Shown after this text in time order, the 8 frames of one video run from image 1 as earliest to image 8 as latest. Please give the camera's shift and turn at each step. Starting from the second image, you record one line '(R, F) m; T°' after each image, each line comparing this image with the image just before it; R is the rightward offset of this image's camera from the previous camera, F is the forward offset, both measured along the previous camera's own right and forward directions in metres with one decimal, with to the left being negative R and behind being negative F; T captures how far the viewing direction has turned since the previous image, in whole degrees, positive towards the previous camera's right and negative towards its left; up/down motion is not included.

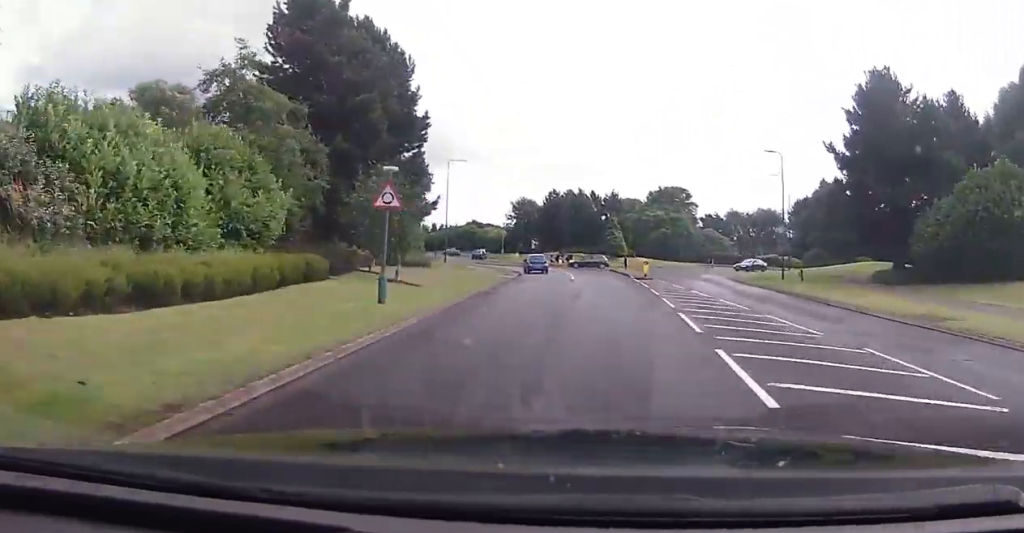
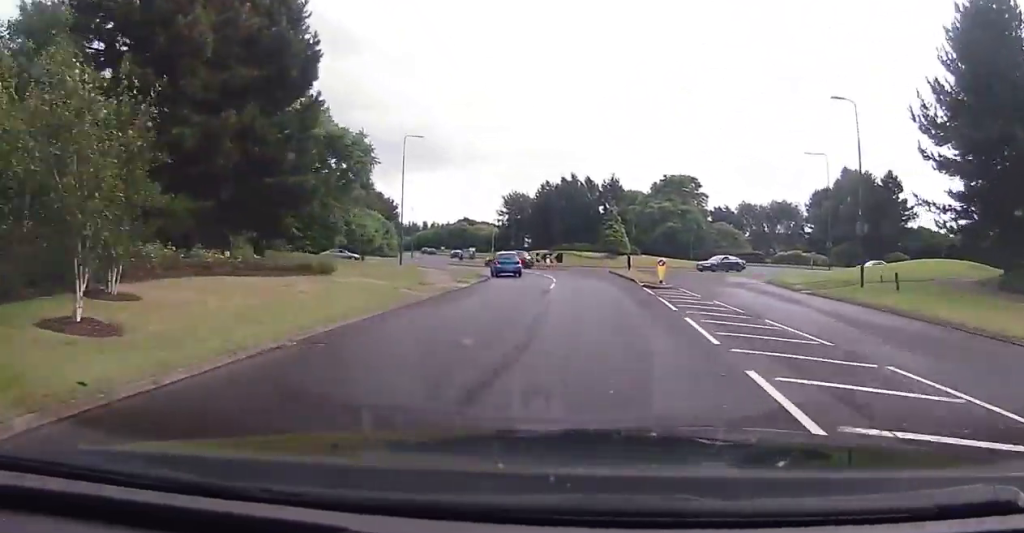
(+0.2, +14.6) m; +1°
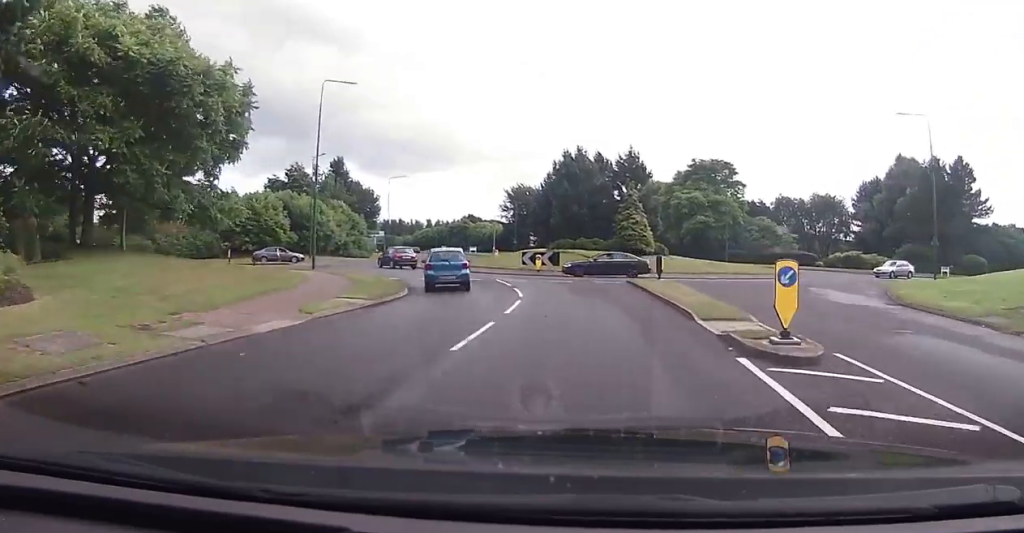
(-0.2, +18.6) m; -3°
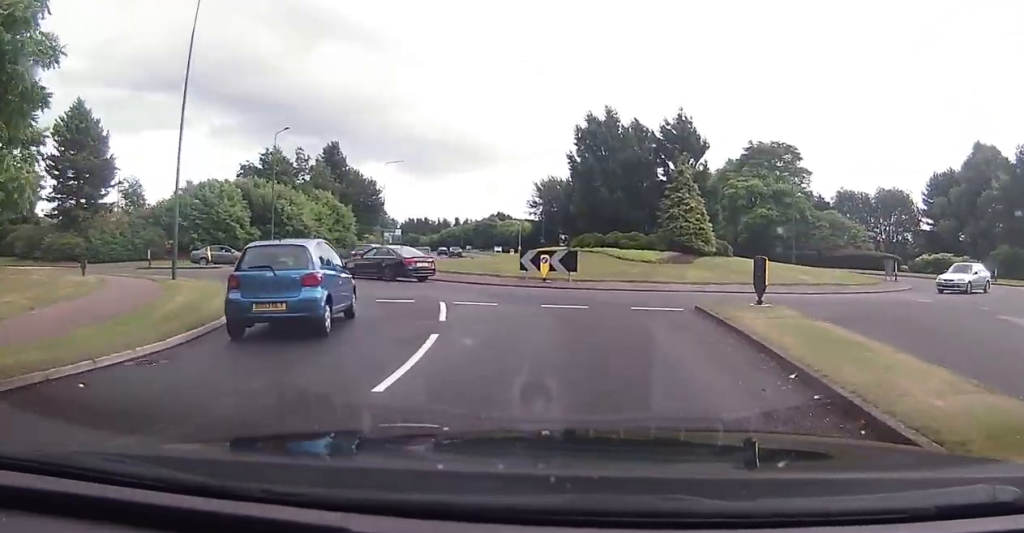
(-0.7, +14.8) m; -5°
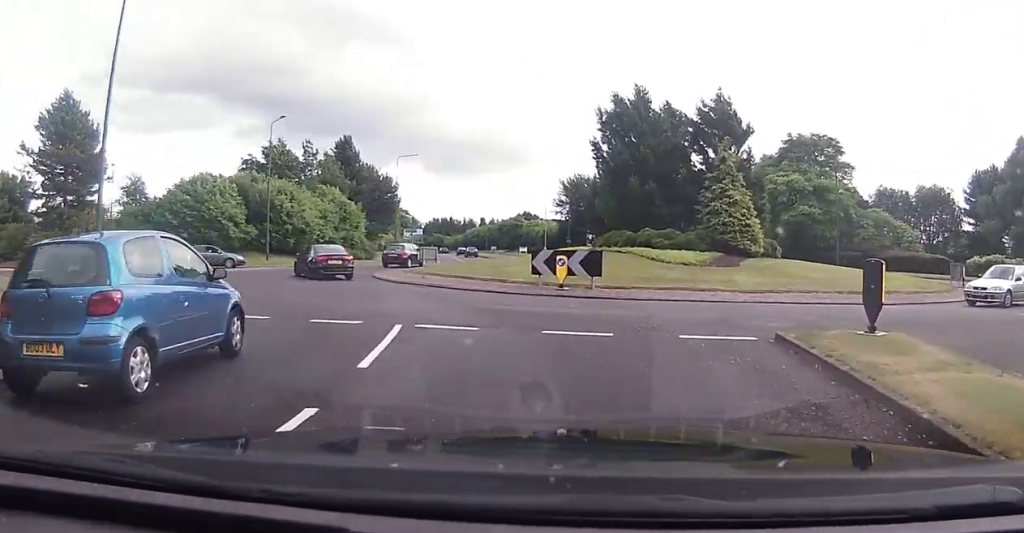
(-0.1, +5.4) m; -3°
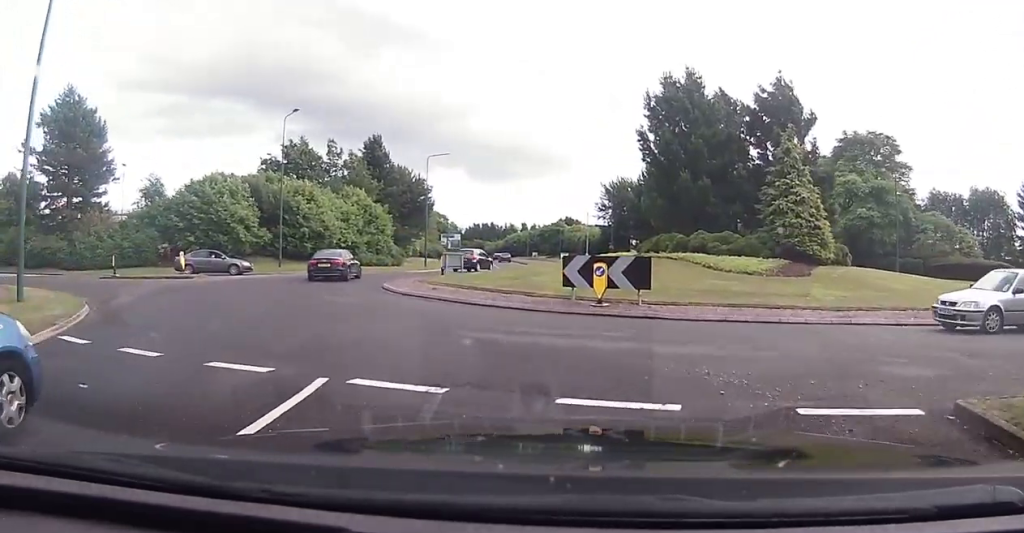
(-0.1, +4.8) m; -4°
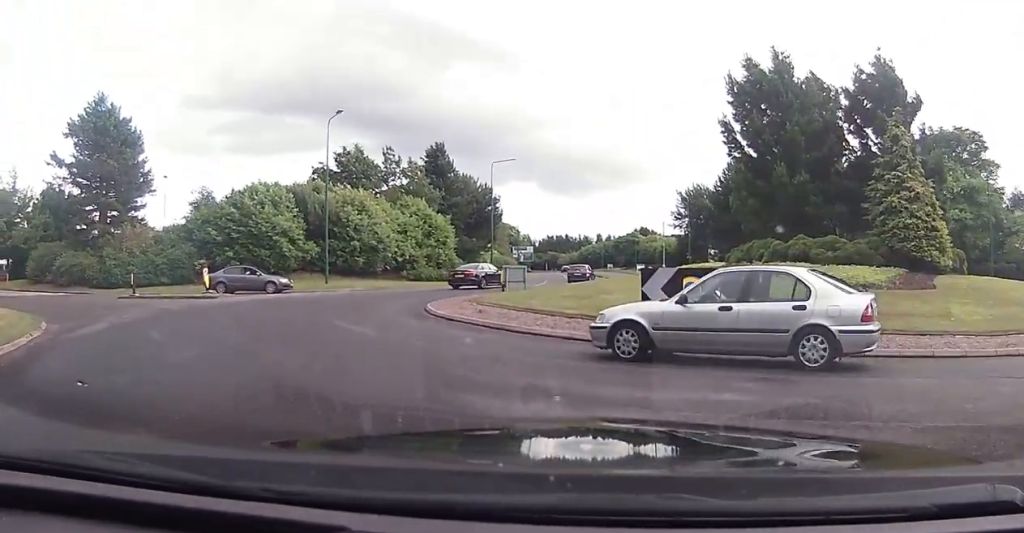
(-0.7, +4.8) m; -18°
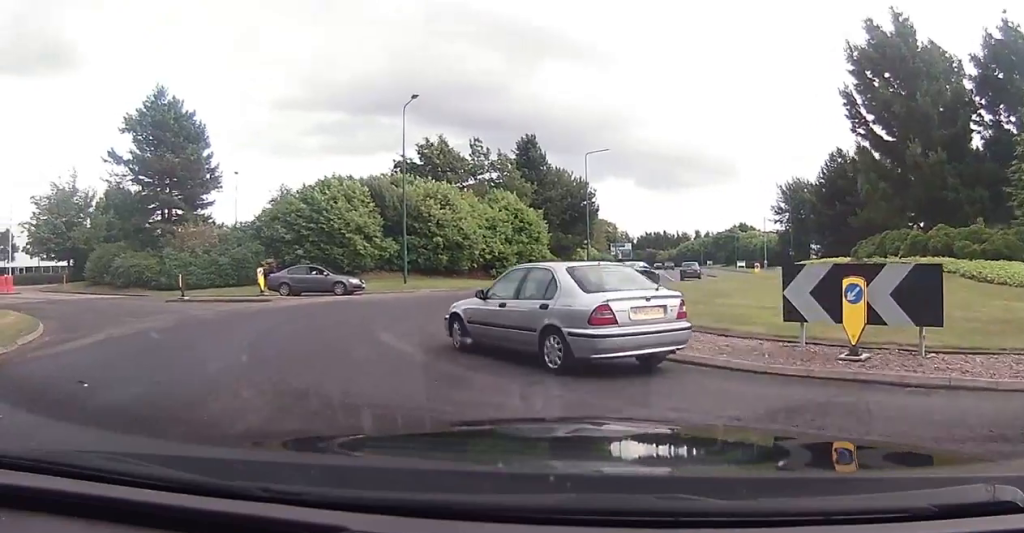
(-0.5, +3.7) m; -6°
